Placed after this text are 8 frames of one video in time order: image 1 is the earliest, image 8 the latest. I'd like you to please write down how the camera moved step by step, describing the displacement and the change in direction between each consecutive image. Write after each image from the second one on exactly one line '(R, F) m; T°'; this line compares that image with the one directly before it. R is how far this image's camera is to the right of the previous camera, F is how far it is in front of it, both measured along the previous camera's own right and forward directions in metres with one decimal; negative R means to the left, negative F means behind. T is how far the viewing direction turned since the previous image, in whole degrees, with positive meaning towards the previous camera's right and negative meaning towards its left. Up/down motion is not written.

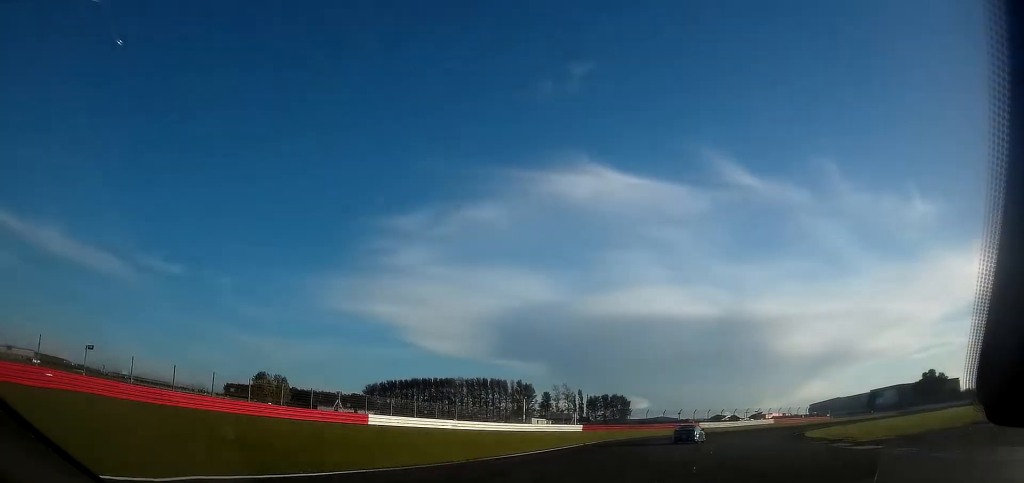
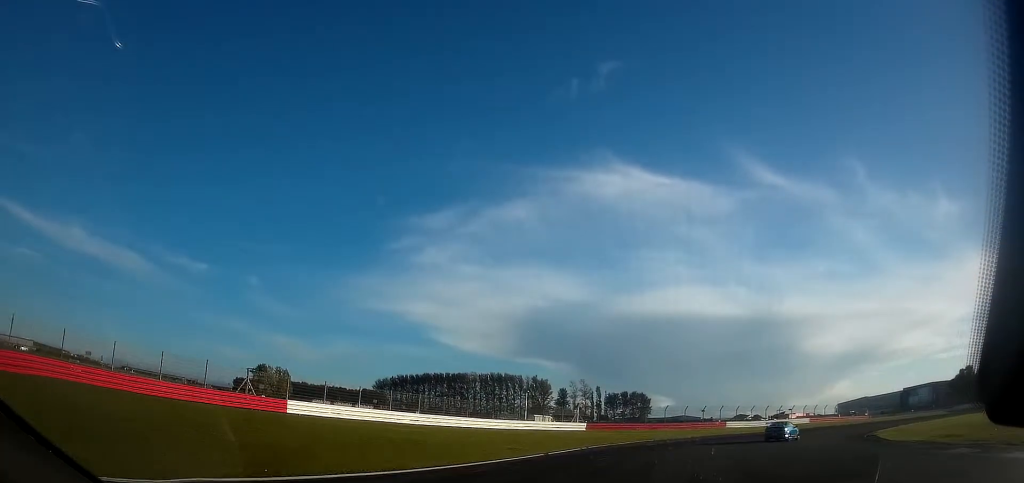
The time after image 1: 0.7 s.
(-0.1, +16.4) m; +3°
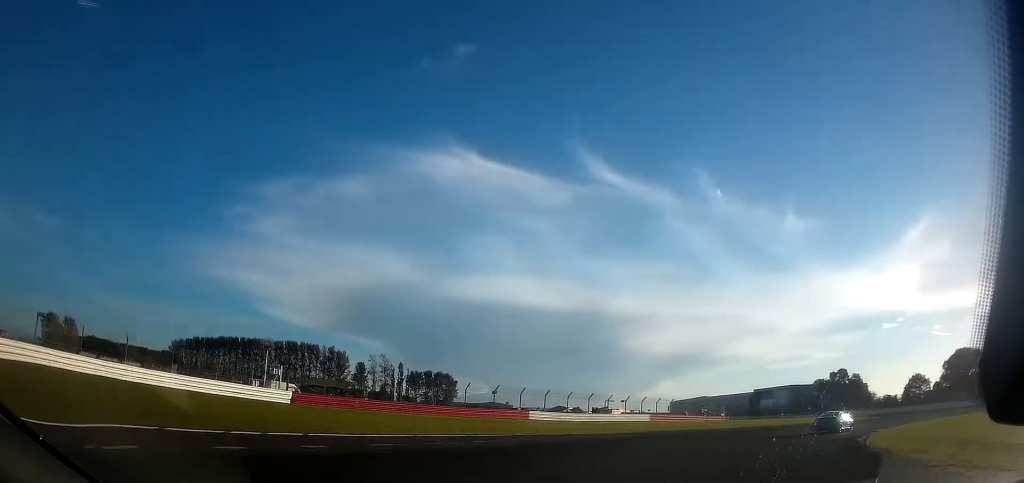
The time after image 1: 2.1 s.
(+3.5, +31.8) m; +14°
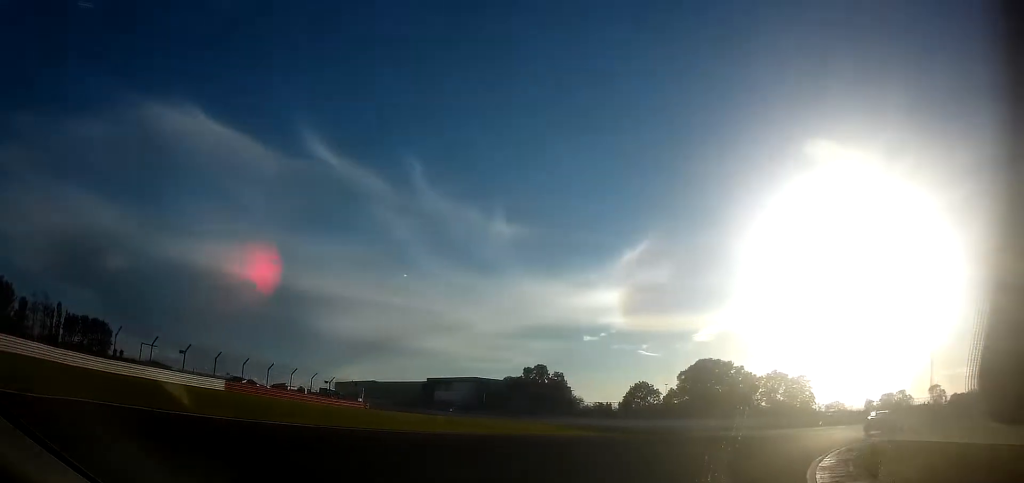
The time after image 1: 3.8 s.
(+7.0, +35.8) m; +24°
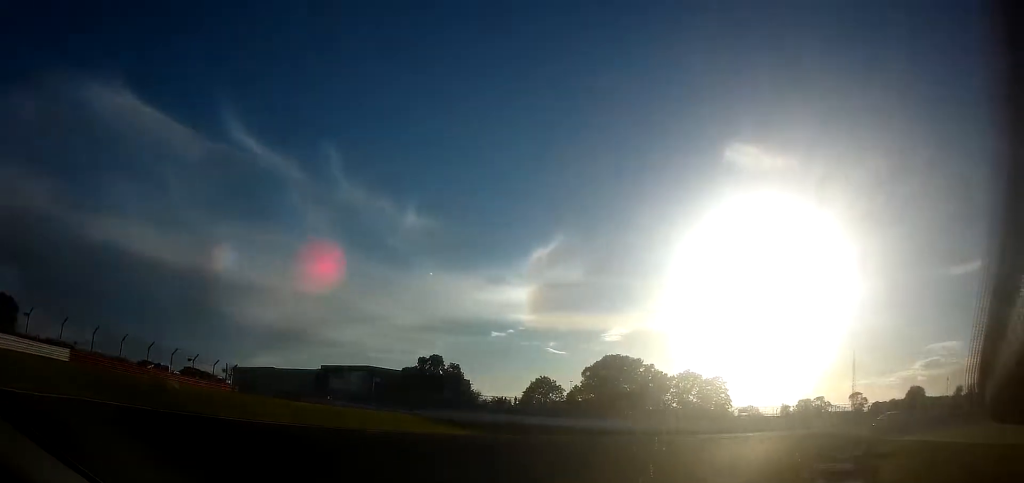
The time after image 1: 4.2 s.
(+0.4, +9.2) m; +7°
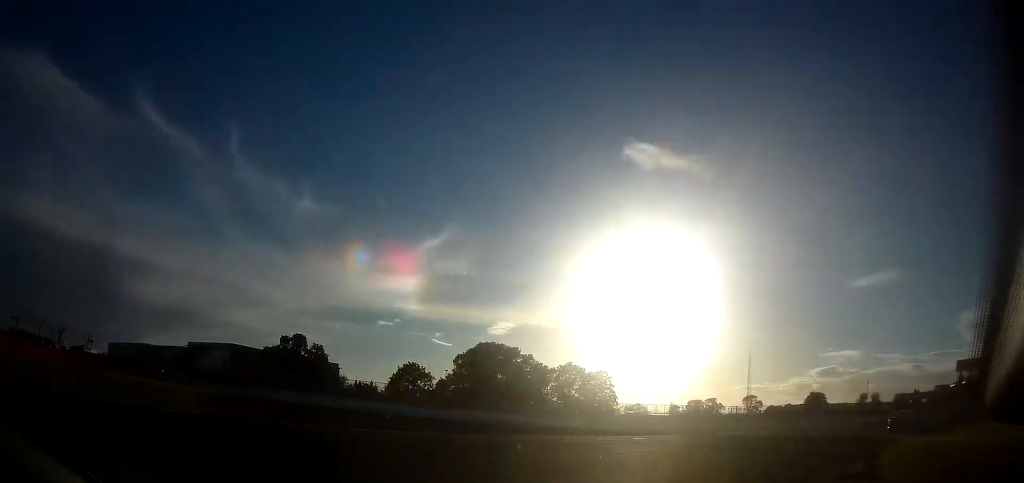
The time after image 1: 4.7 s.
(+1.0, +11.0) m; +8°
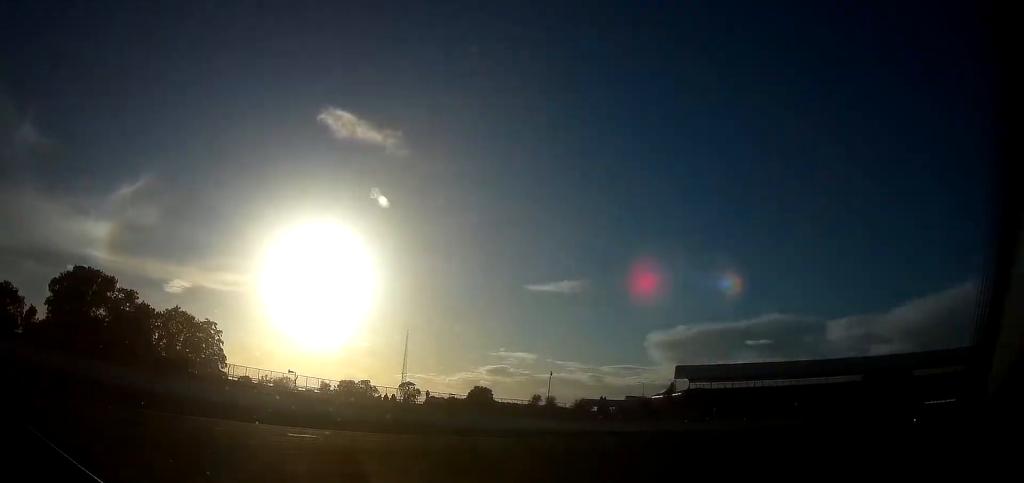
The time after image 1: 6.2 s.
(+4.9, +29.3) m; +23°
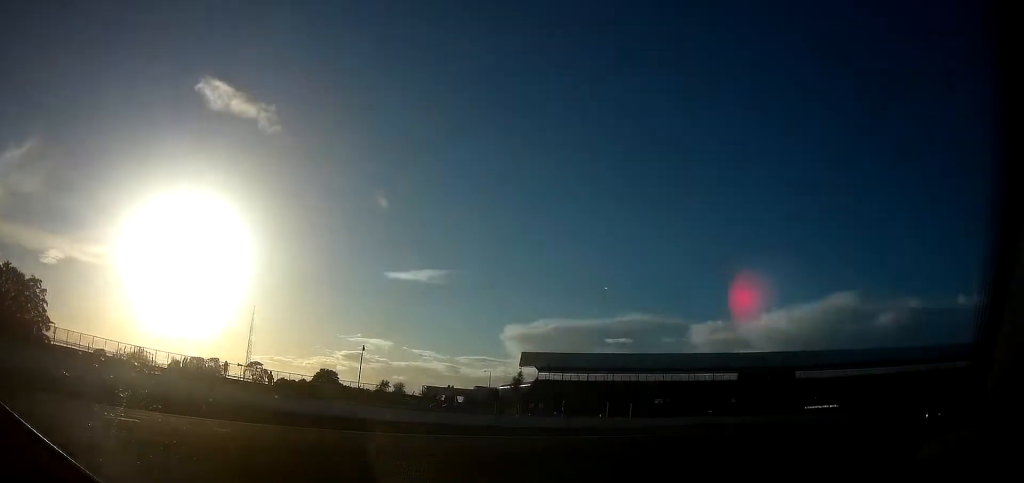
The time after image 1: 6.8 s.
(+1.3, +10.3) m; +24°
